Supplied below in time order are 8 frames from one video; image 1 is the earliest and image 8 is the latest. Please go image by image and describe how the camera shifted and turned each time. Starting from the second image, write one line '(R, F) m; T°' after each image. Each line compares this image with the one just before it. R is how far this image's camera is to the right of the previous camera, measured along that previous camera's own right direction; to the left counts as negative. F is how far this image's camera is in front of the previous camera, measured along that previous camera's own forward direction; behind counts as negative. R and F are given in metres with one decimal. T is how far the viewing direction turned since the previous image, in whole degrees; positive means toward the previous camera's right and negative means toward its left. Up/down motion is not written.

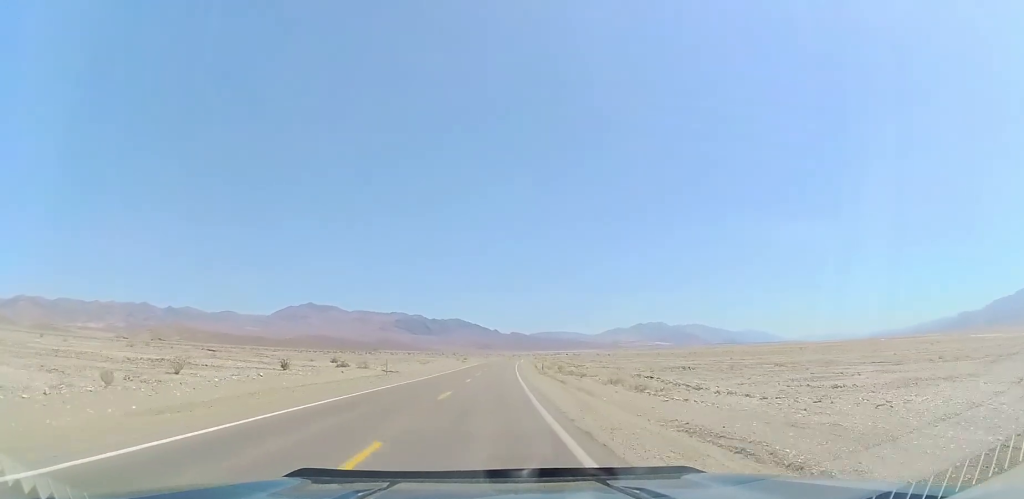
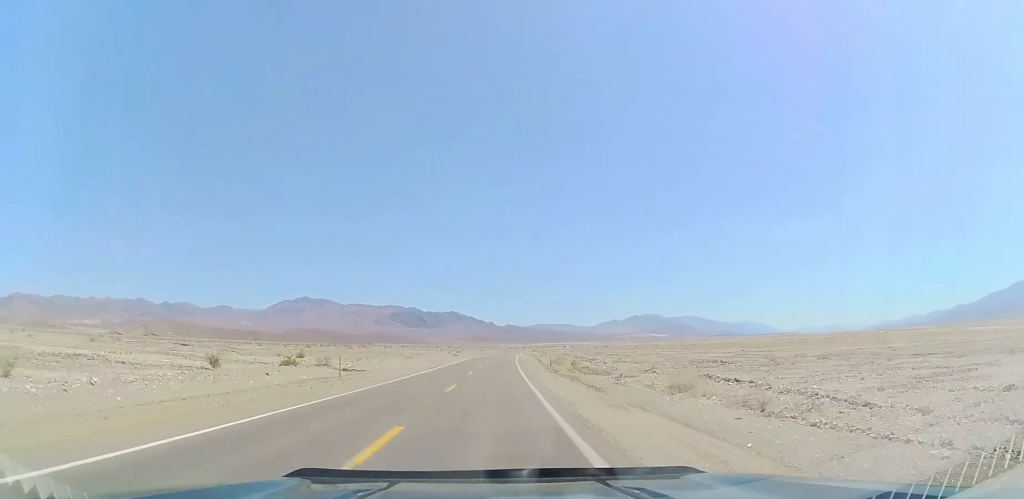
(+0.2, +13.1) m; 0°
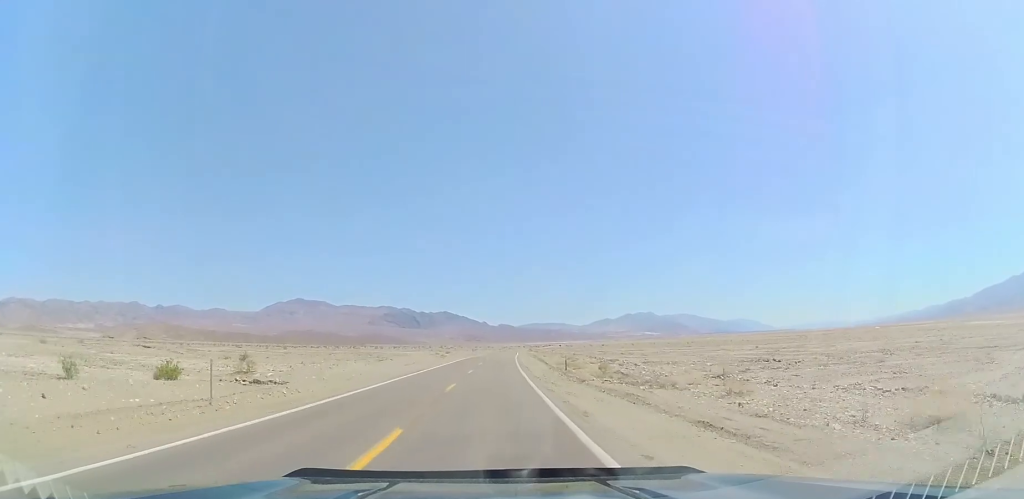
(+0.1, +15.0) m; 0°
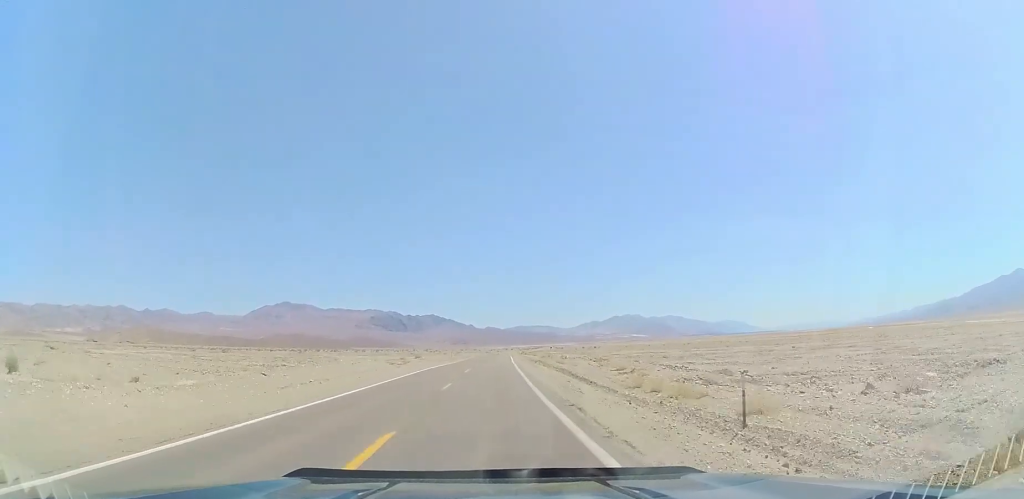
(+0.2, +30.0) m; +2°
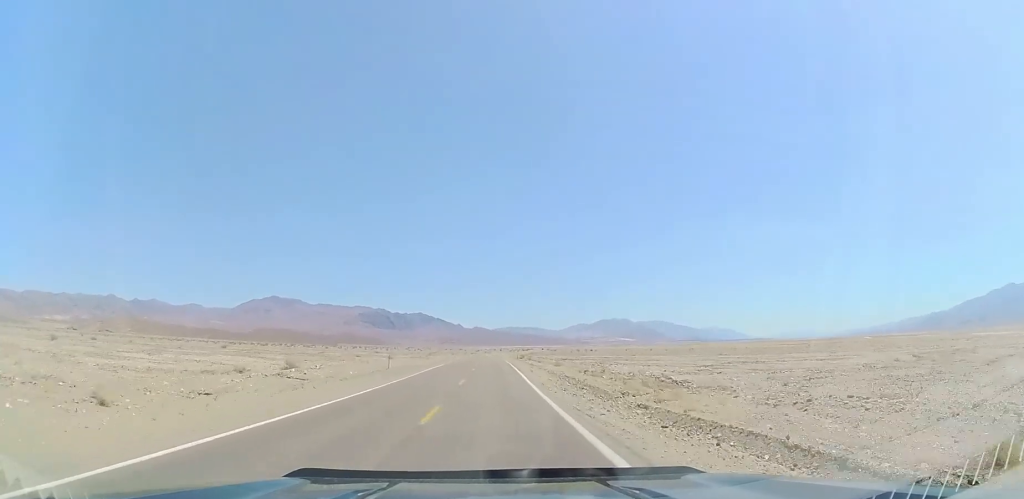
(+1.1, +52.4) m; +2°
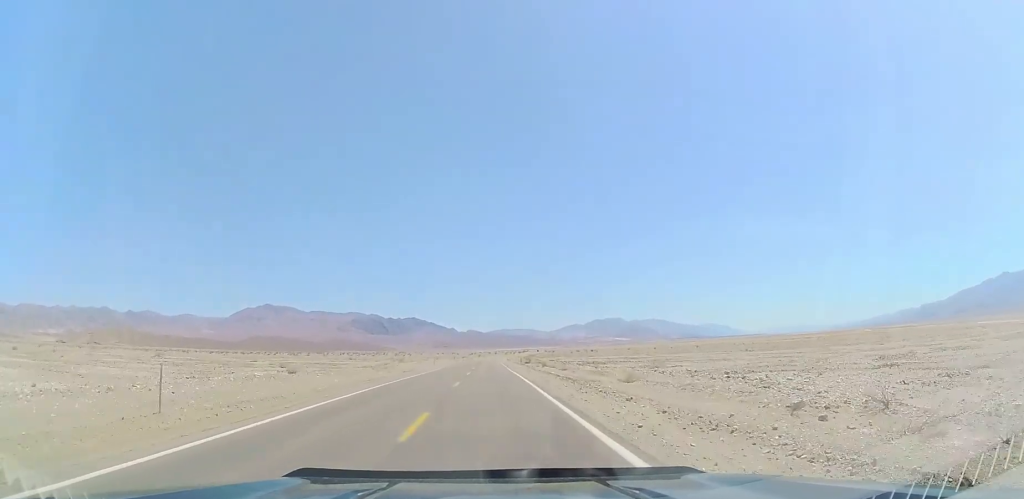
(+0.2, +31.8) m; -1°
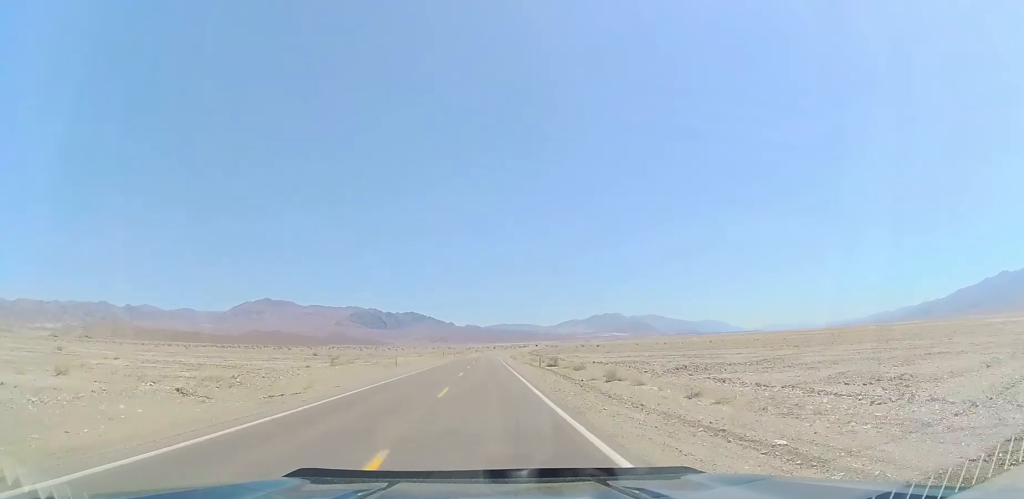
(-0.3, +34.8) m; +1°
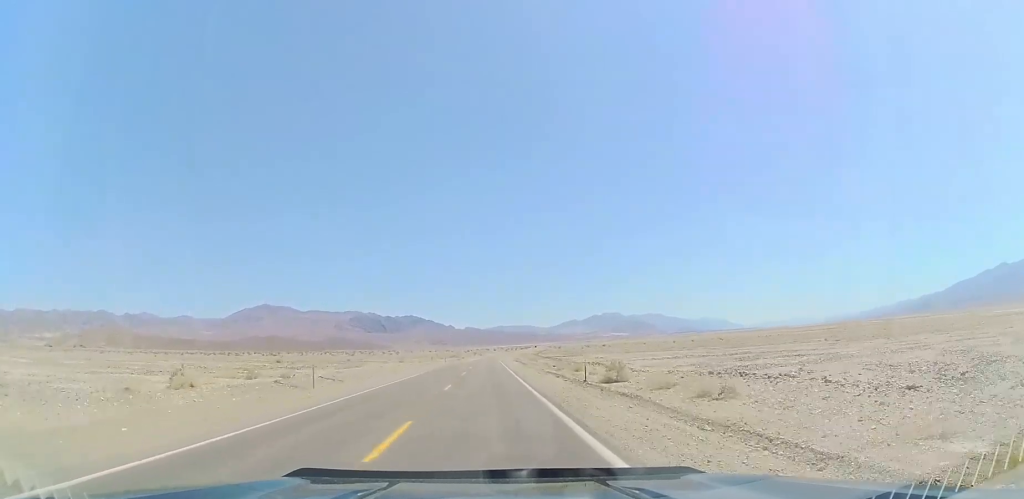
(+0.4, +25.5) m; +1°
